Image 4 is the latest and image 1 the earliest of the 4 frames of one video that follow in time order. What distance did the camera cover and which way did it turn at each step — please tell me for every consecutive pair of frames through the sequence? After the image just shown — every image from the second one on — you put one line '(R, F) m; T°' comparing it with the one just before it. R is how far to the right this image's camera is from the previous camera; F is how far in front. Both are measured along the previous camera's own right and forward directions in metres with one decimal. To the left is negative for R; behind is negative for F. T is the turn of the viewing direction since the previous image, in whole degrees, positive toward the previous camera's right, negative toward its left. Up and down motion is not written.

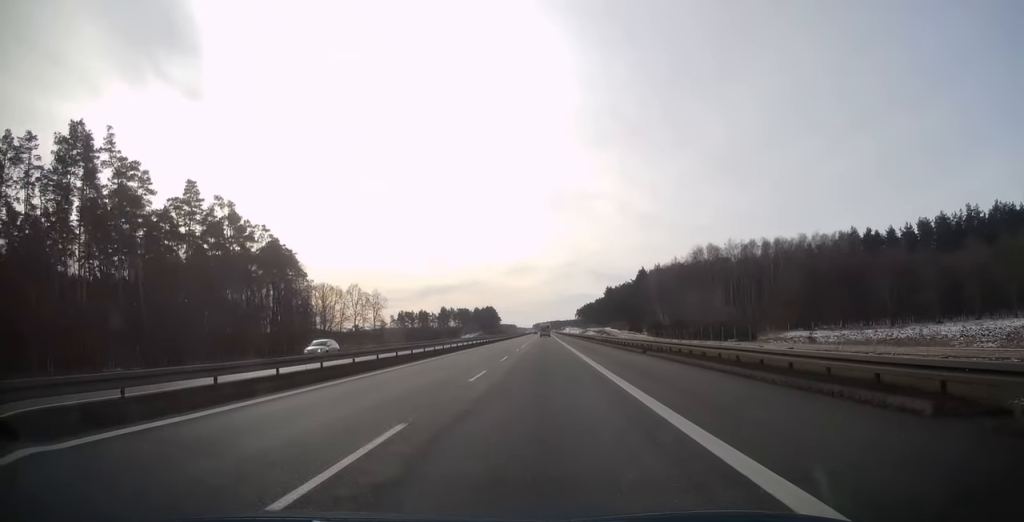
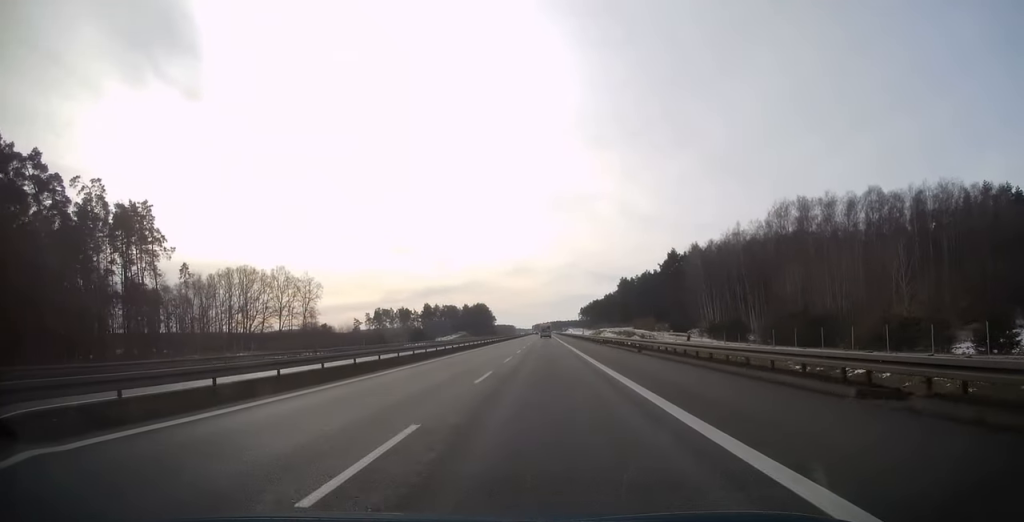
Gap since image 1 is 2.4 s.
(-0.2, +72.1) m; 0°
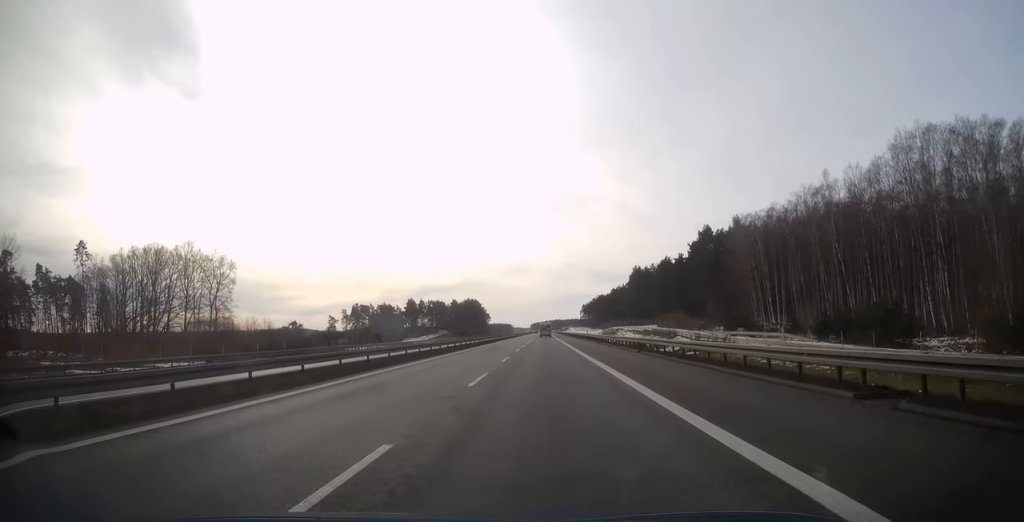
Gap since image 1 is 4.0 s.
(+0.1, +49.7) m; 0°
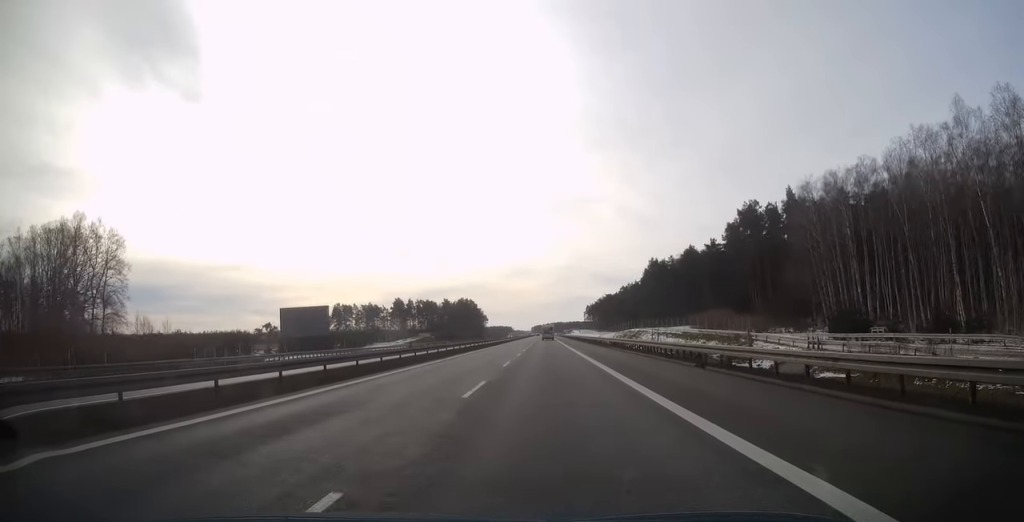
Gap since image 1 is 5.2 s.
(0.0, +37.9) m; 0°
